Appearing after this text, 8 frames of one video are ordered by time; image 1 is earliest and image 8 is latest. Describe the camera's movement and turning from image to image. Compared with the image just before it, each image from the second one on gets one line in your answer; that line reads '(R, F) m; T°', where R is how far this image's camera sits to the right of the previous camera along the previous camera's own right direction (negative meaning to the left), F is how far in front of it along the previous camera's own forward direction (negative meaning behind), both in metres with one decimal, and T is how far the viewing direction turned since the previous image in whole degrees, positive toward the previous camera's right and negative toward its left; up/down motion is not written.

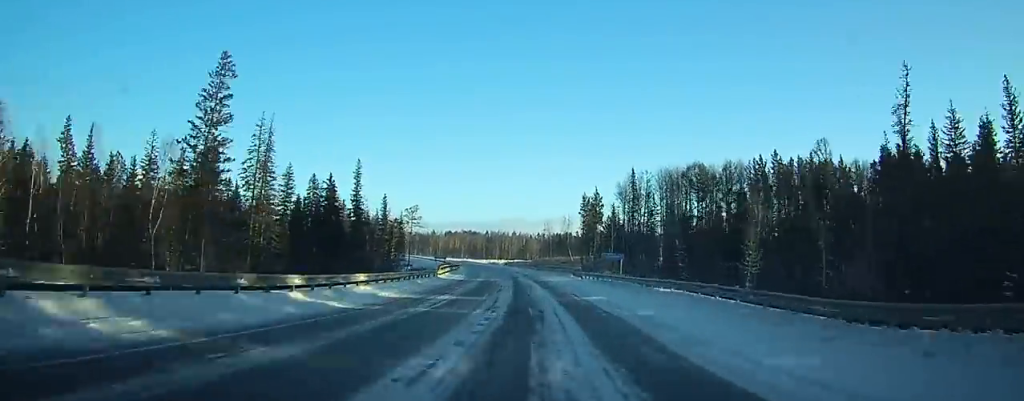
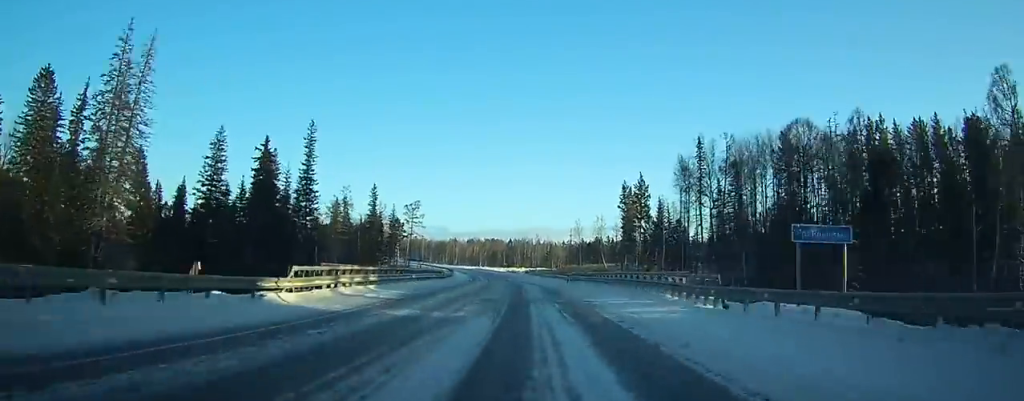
(-1.2, +37.0) m; -3°
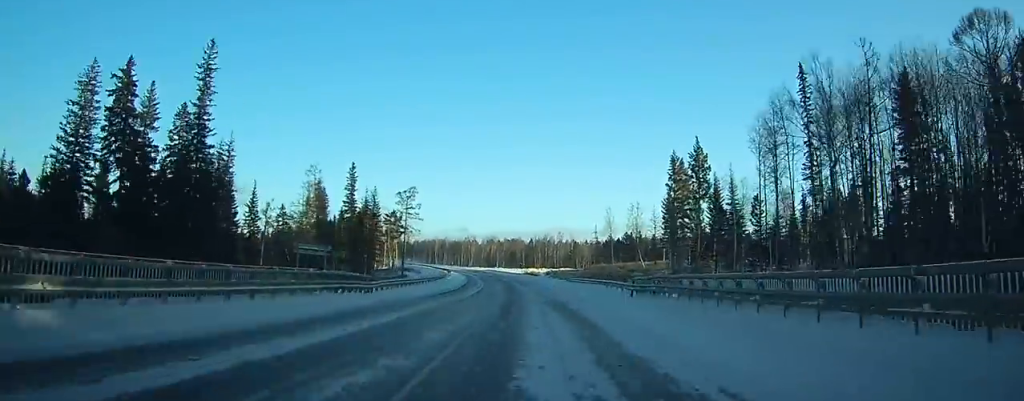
(-0.7, +32.6) m; -2°
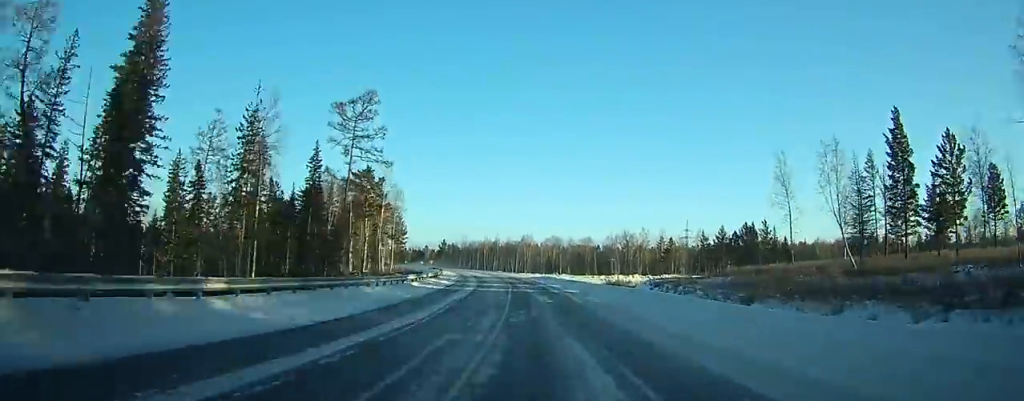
(-3.6, +82.2) m; -5°
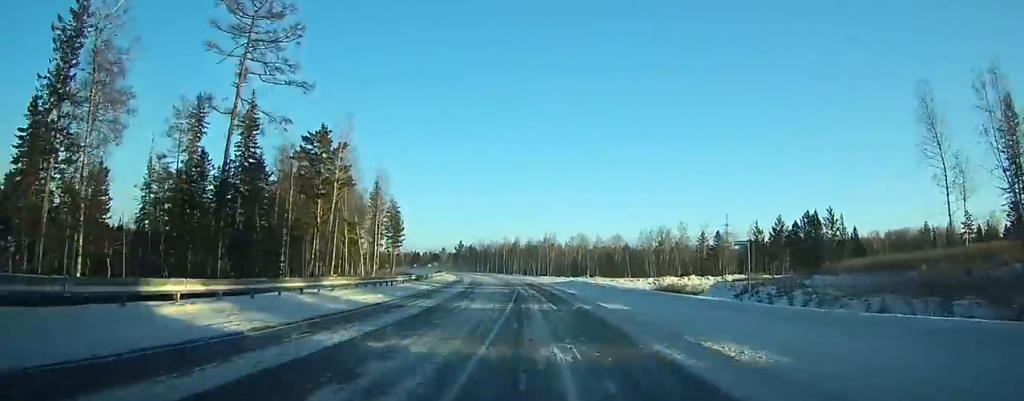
(-0.4, +29.2) m; -2°
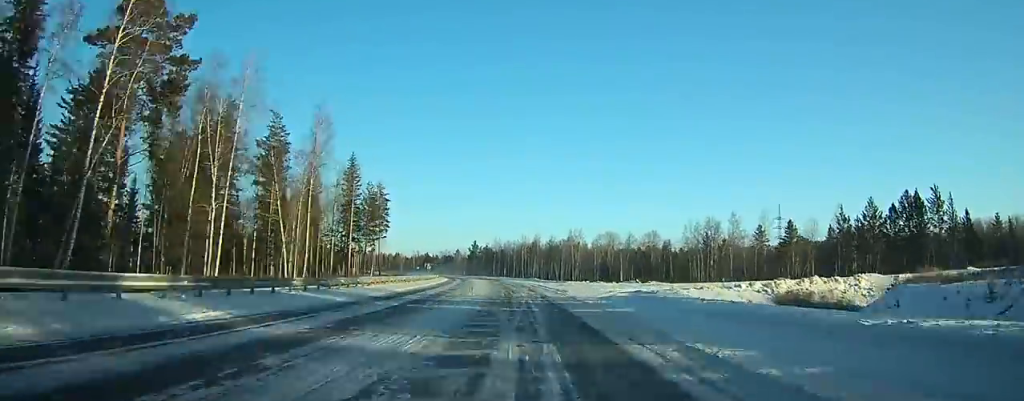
(-0.8, +36.2) m; -2°
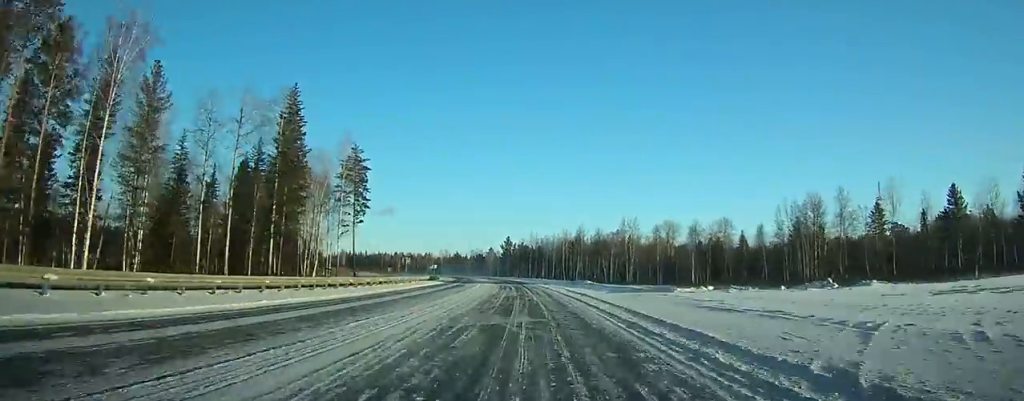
(-1.2, +45.8) m; -3°
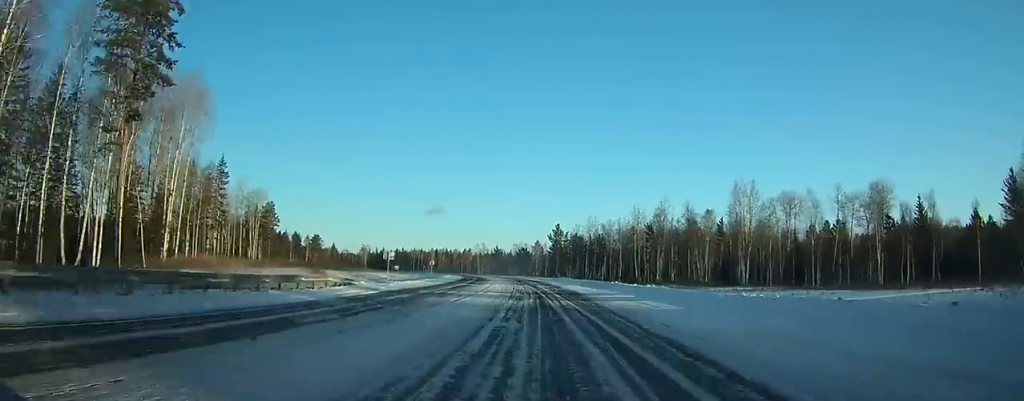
(-3.1, +65.9) m; -5°
